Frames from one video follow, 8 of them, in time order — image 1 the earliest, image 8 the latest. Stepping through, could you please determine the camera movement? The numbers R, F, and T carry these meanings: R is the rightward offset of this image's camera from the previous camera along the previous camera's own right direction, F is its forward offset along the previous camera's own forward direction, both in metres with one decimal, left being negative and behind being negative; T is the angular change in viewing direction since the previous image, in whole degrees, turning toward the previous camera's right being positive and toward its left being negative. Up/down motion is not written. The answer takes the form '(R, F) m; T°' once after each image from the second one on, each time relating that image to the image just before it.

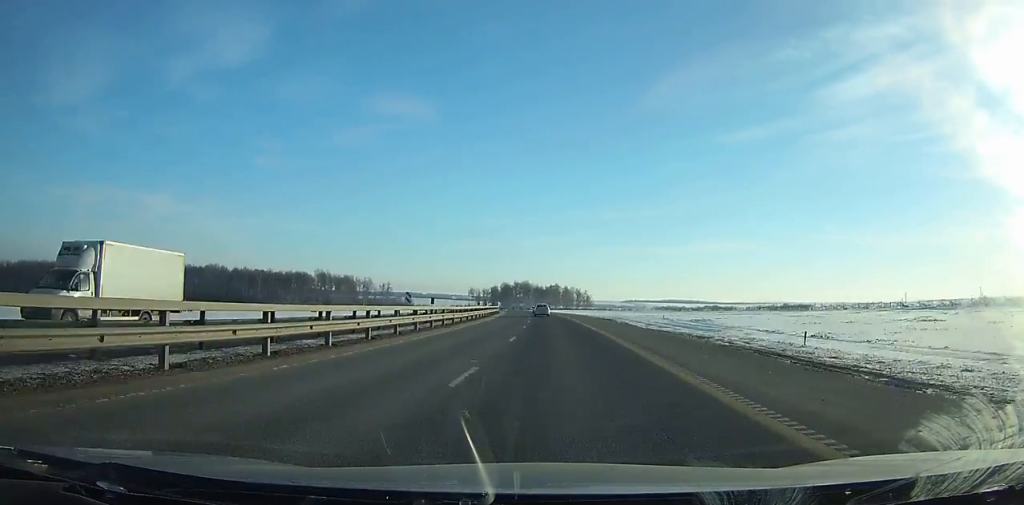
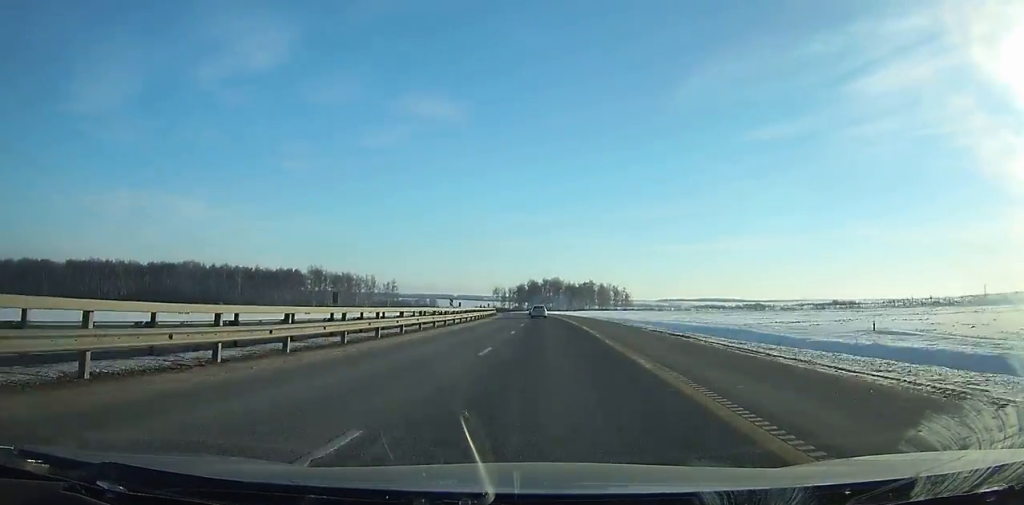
(-1.7, +65.4) m; -3°
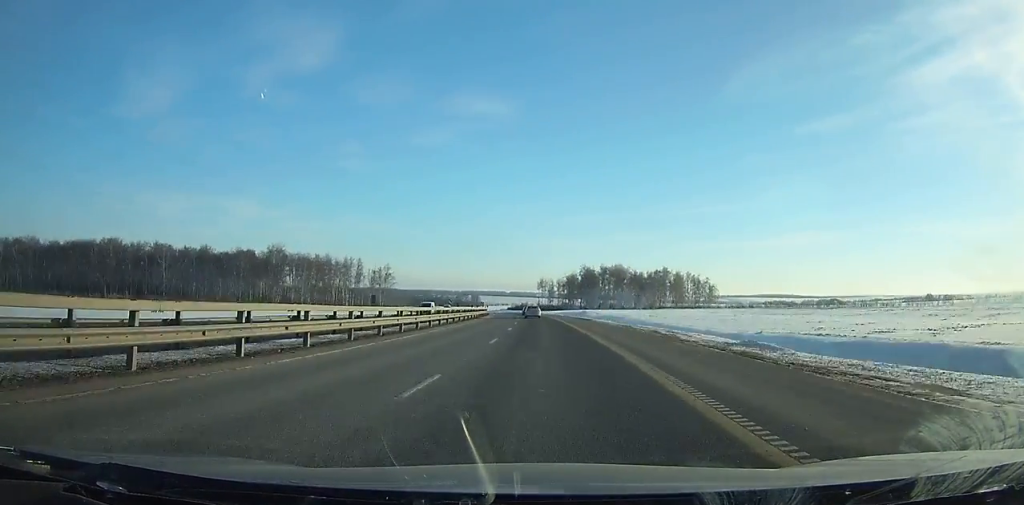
(-5.8, +114.4) m; -6°
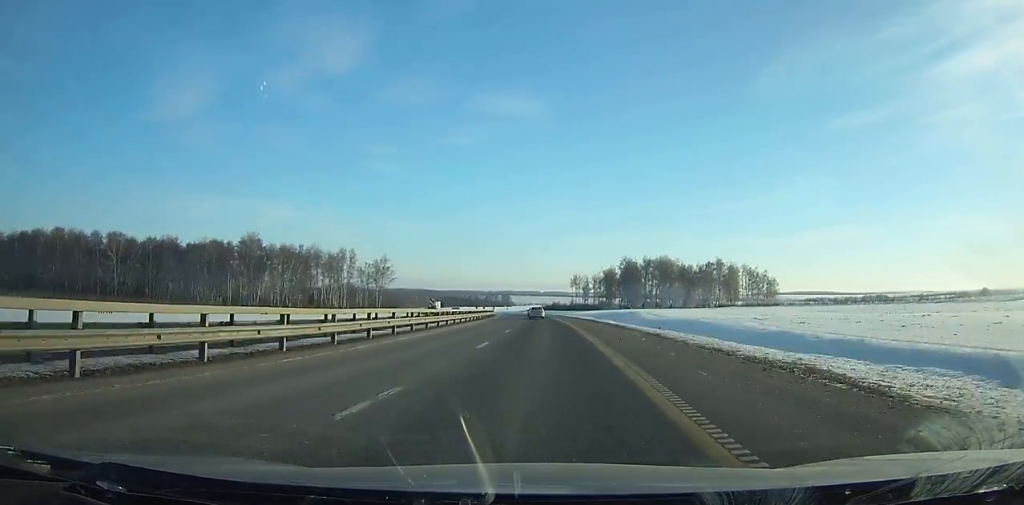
(-0.9, +49.6) m; -2°
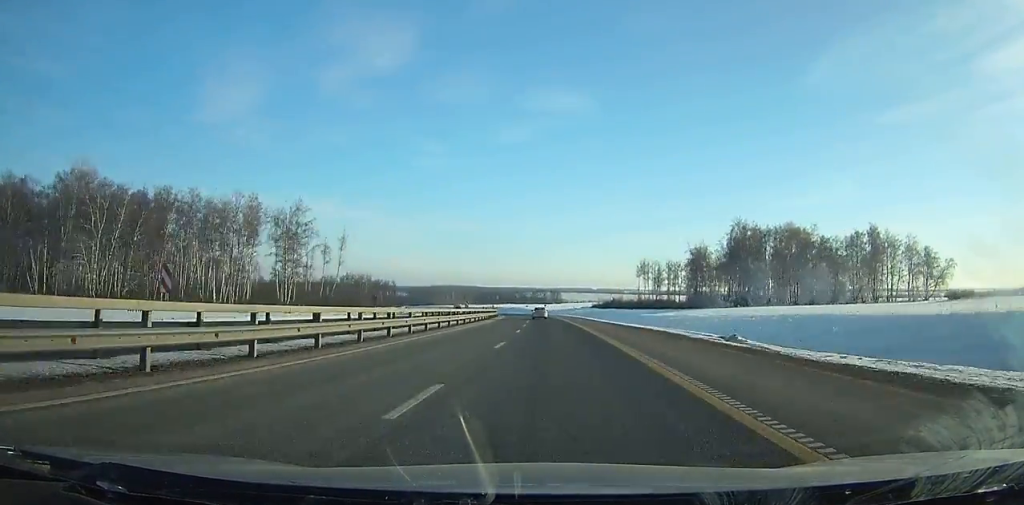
(-5.3, +108.3) m; -5°
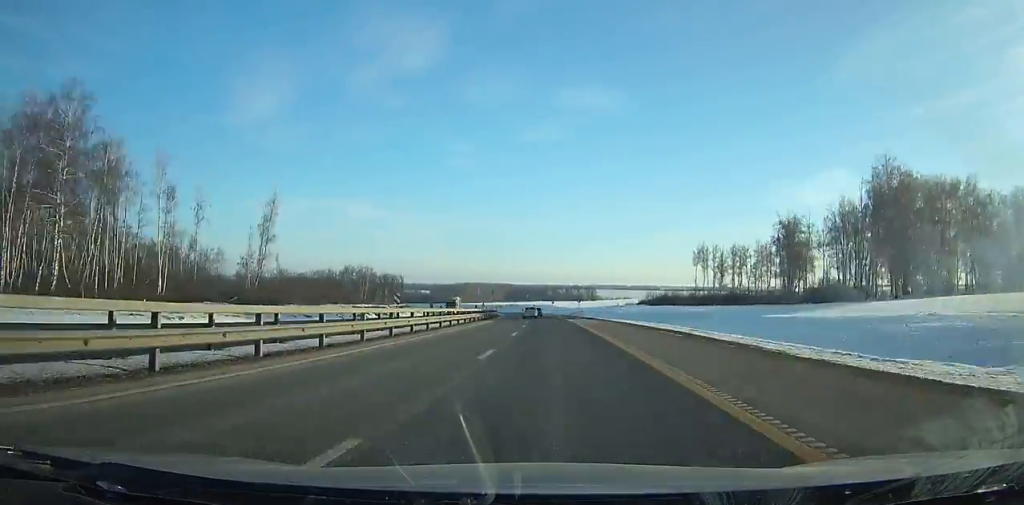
(-1.3, +64.6) m; -3°
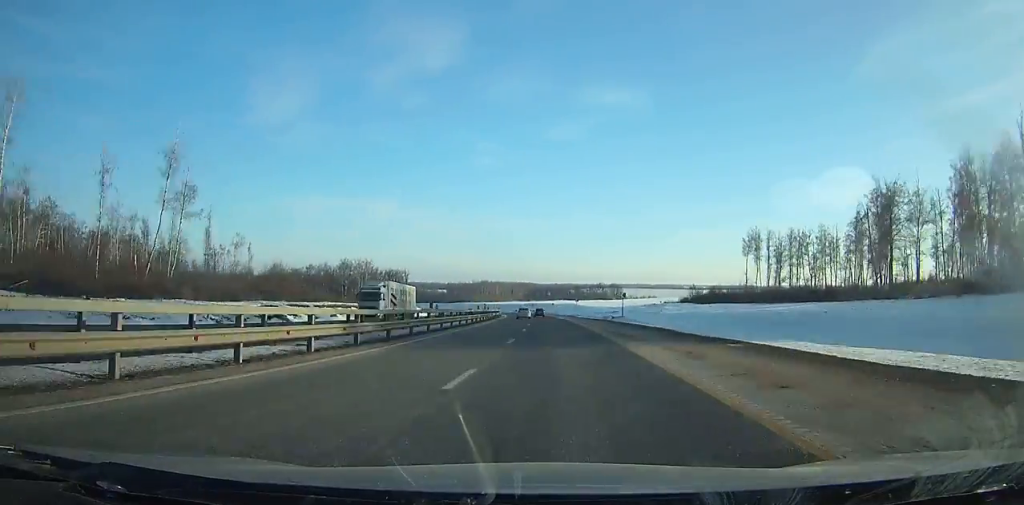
(-1.0, +41.4) m; -2°
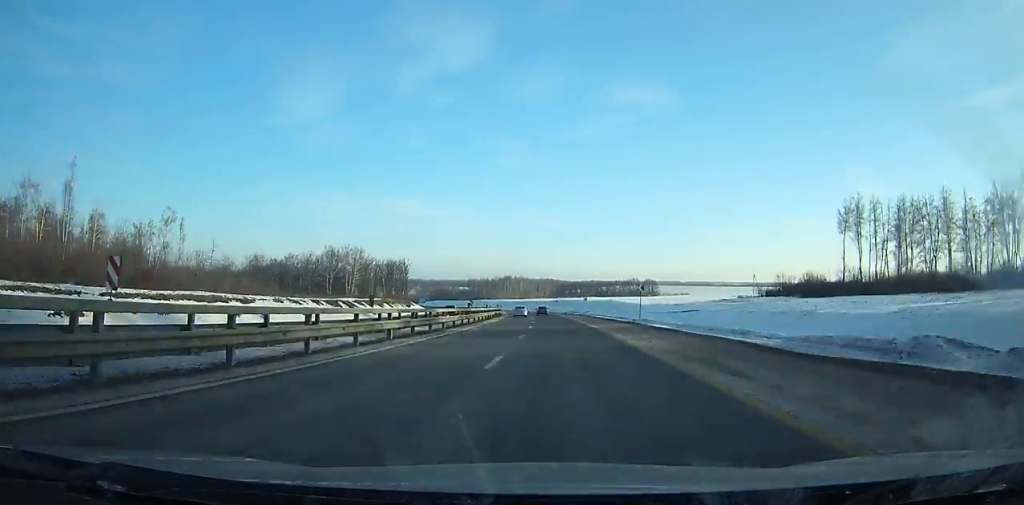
(-1.3, +56.6) m; -3°
